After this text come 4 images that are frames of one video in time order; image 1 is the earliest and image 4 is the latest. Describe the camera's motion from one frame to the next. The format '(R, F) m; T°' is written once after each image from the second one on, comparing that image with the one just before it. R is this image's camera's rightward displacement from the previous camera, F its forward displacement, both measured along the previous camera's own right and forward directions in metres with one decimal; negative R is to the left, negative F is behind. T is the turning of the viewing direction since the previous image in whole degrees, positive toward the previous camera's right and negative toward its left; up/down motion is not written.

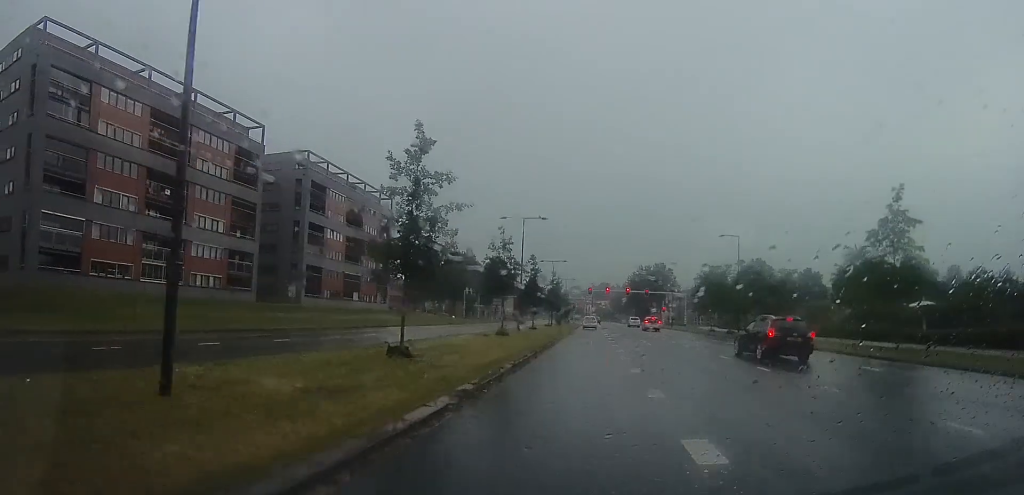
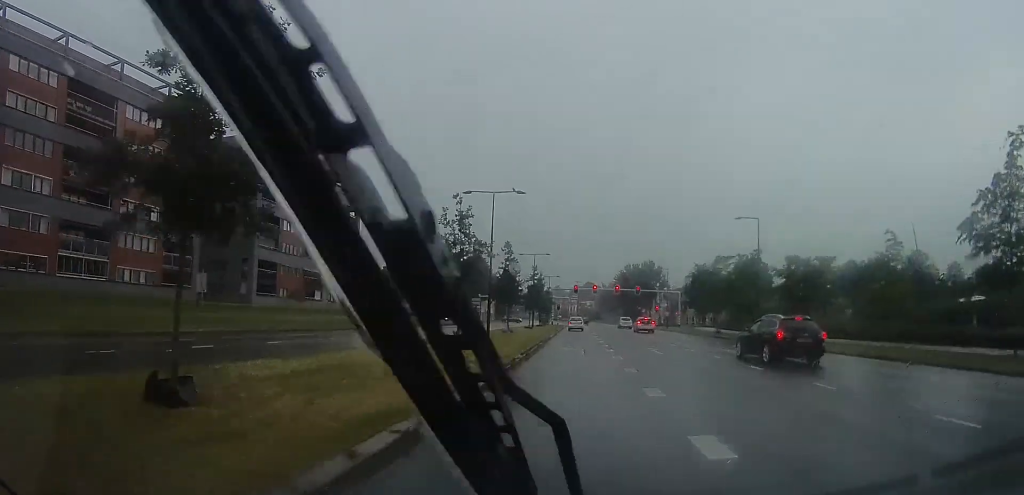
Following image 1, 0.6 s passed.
(-0.1, +8.1) m; 0°
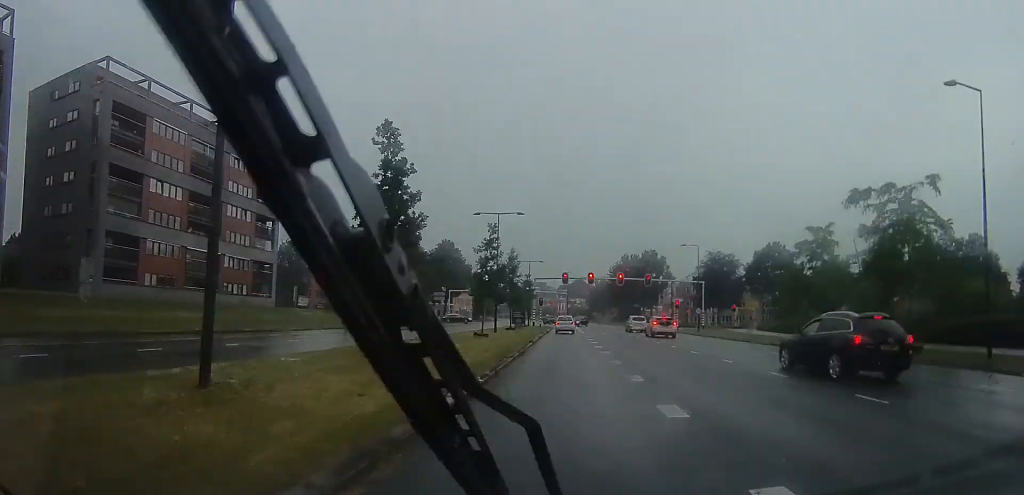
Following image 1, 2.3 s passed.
(+1.1, +23.2) m; +6°
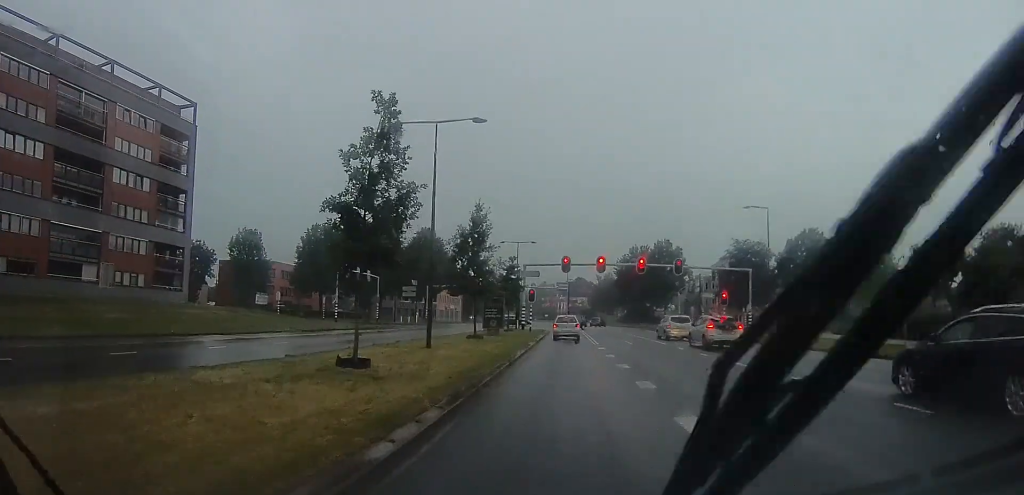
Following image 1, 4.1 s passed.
(+0.1, +17.9) m; 0°
